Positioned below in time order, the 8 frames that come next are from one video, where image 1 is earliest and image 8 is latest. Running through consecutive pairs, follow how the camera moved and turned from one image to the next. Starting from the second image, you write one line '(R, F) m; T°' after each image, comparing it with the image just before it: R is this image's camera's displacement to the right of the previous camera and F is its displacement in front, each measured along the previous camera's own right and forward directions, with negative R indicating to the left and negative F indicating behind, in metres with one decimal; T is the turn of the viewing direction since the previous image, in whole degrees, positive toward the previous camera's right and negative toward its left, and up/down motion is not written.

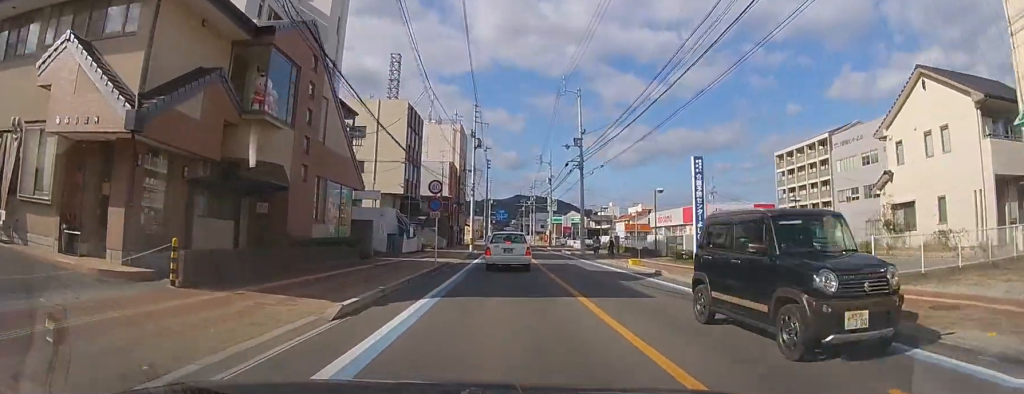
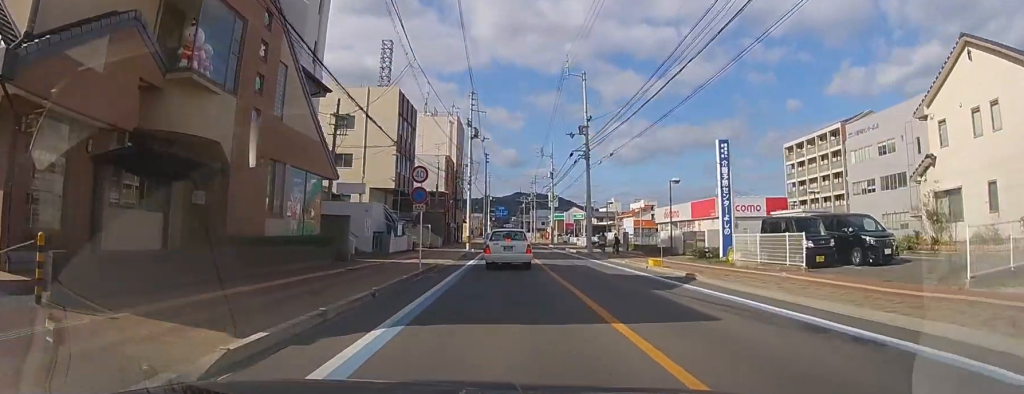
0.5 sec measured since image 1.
(0.0, +3.7) m; 0°
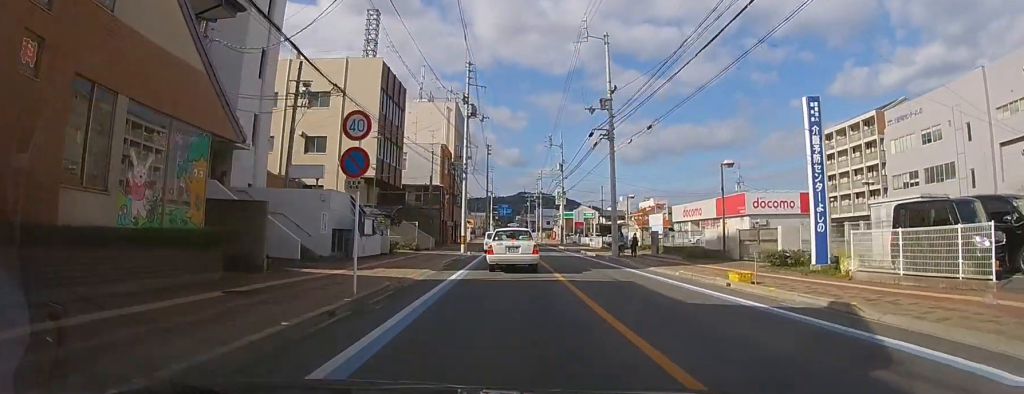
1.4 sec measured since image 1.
(-0.2, +7.3) m; 0°
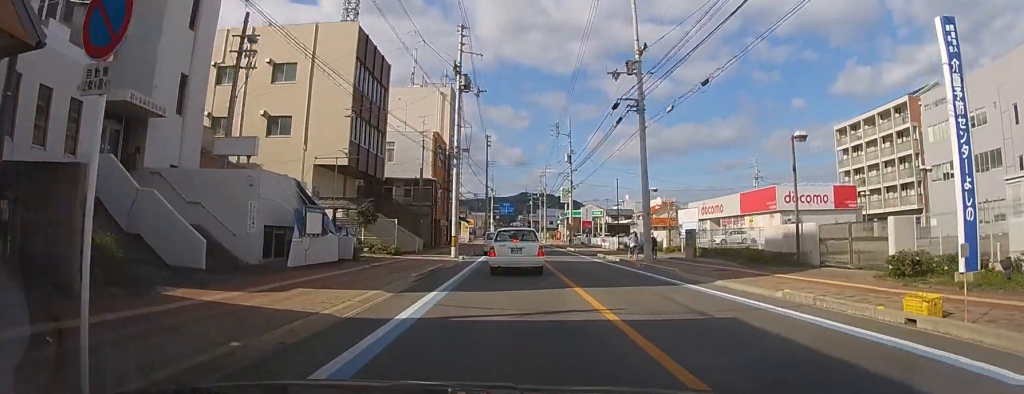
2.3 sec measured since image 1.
(+0.1, +6.8) m; +1°
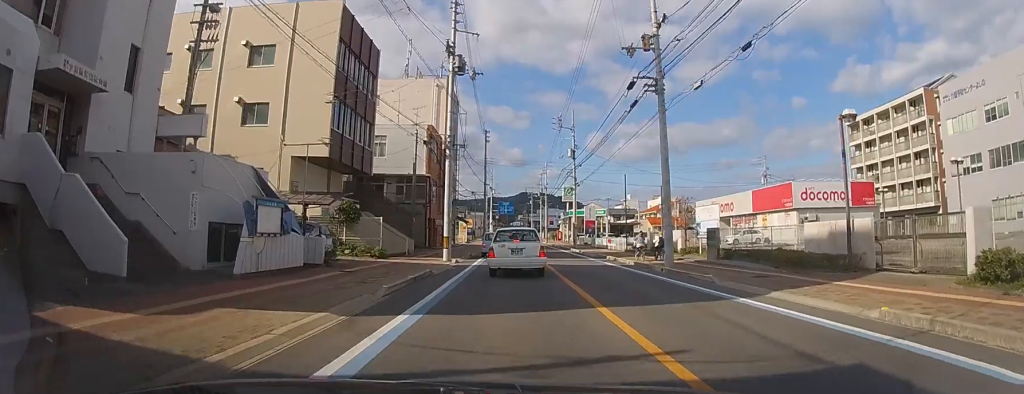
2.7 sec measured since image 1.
(0.0, +3.1) m; 0°
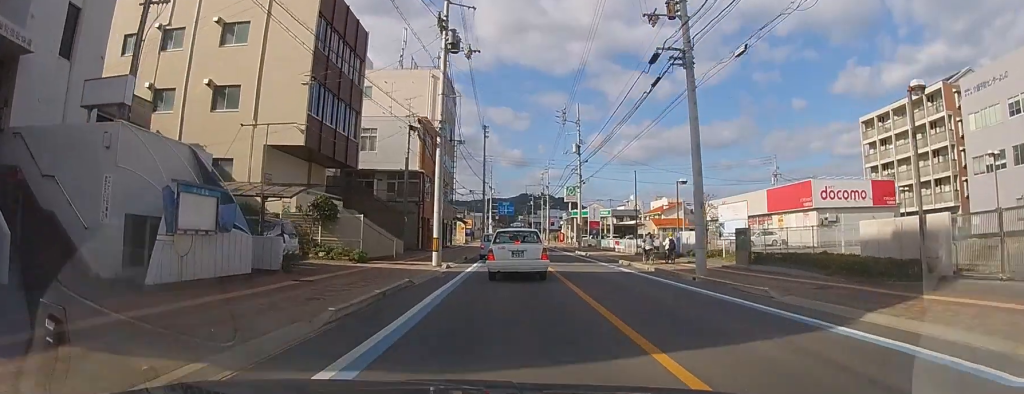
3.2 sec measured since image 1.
(0.0, +3.5) m; 0°
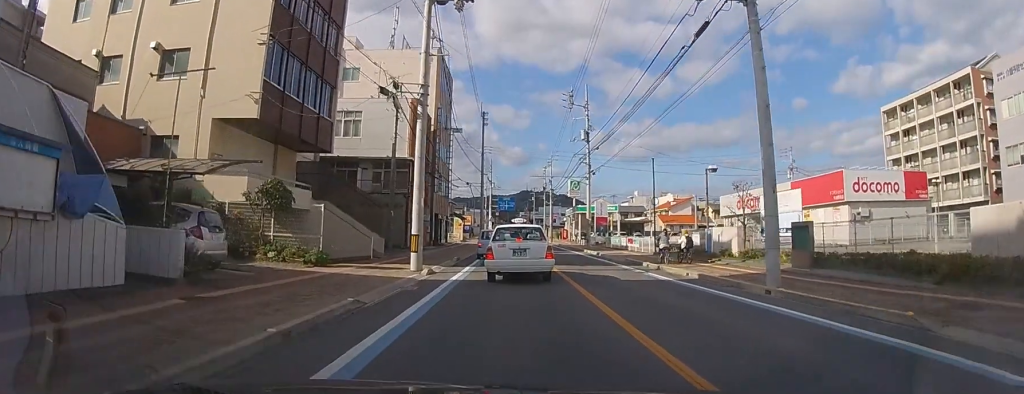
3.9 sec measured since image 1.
(0.0, +4.5) m; 0°
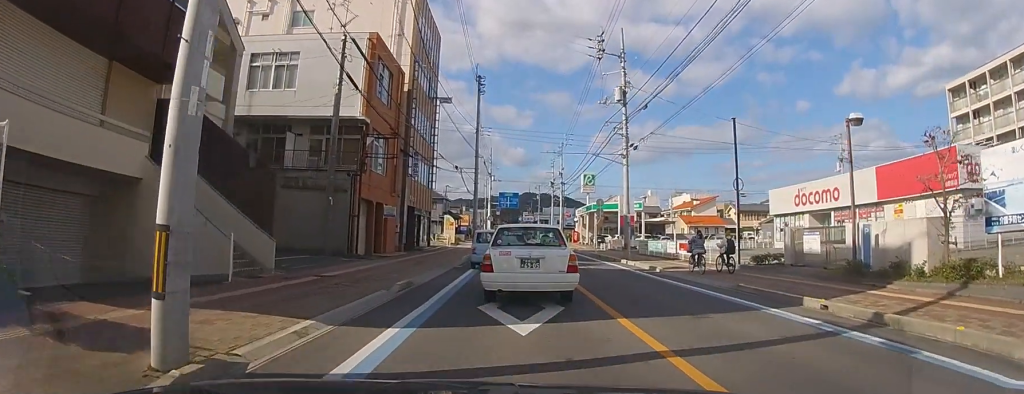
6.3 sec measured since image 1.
(+0.1, +12.7) m; 0°
